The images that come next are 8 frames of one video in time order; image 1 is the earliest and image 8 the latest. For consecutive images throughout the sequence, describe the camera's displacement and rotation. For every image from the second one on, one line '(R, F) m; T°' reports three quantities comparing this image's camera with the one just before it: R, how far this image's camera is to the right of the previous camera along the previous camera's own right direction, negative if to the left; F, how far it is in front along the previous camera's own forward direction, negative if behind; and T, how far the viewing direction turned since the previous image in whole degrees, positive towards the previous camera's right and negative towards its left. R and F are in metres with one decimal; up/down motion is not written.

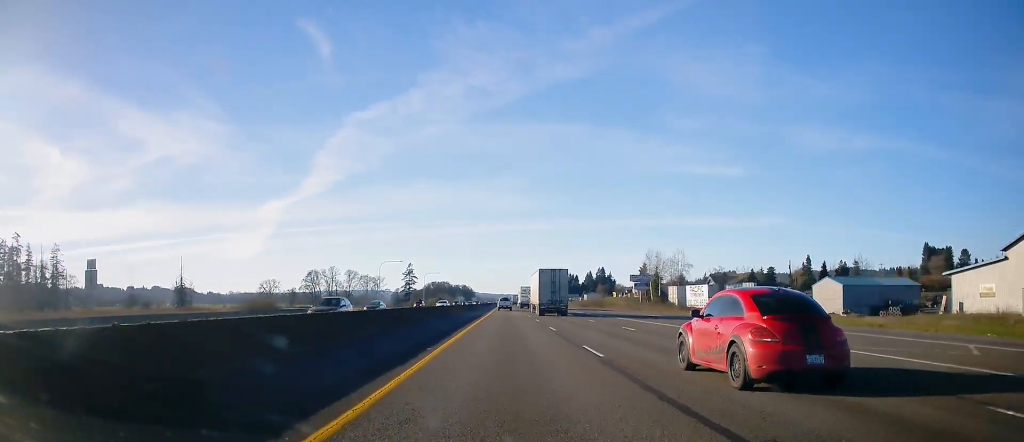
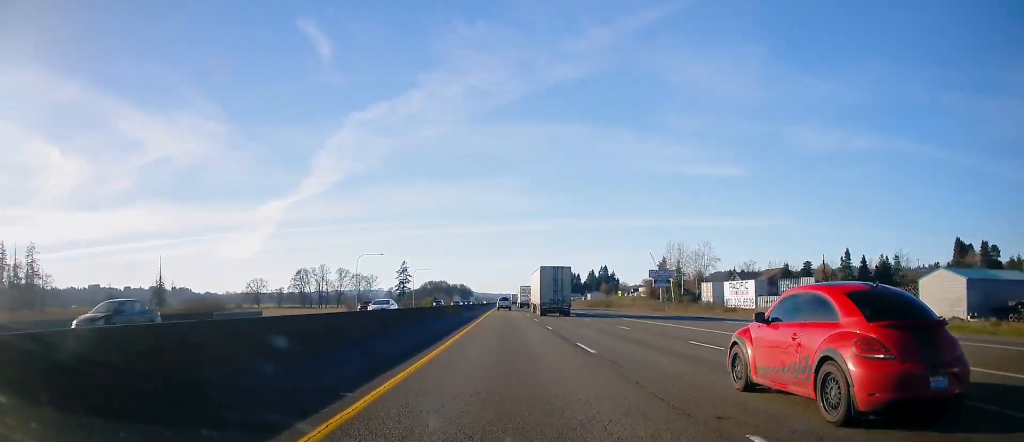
(-0.1, +23.4) m; +1°
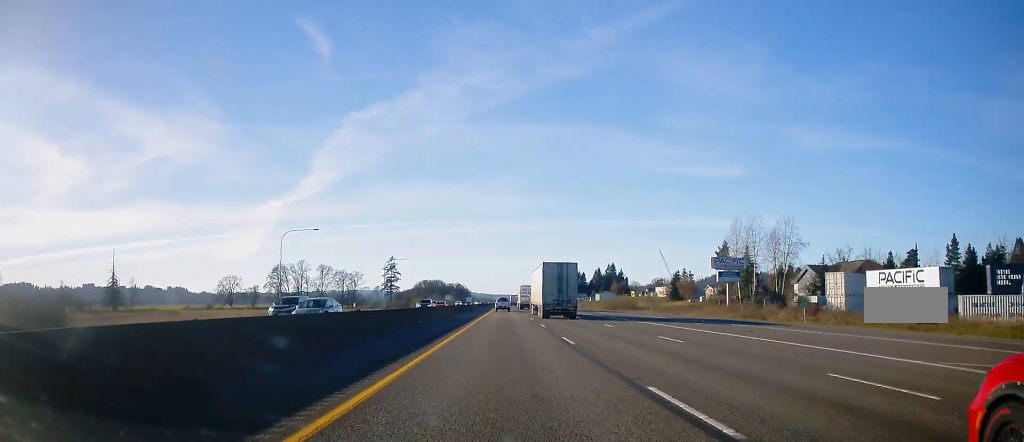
(+0.2, +45.7) m; 0°
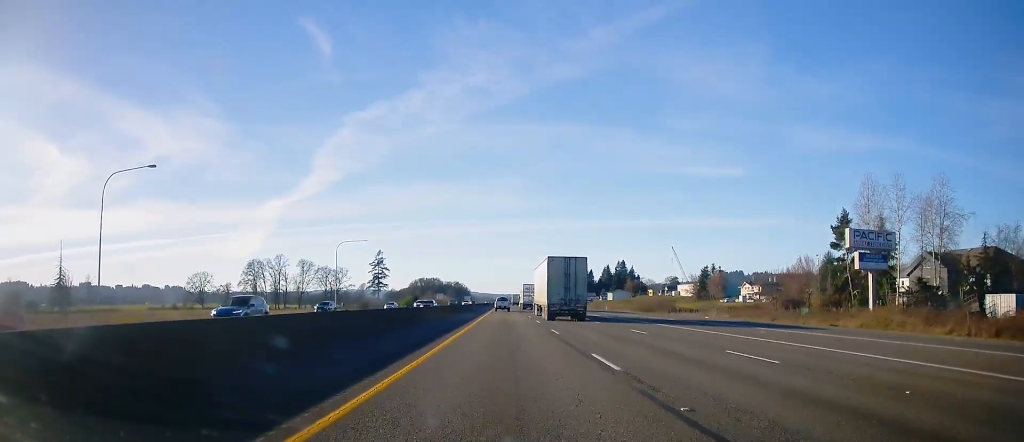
(-0.2, +43.4) m; -1°
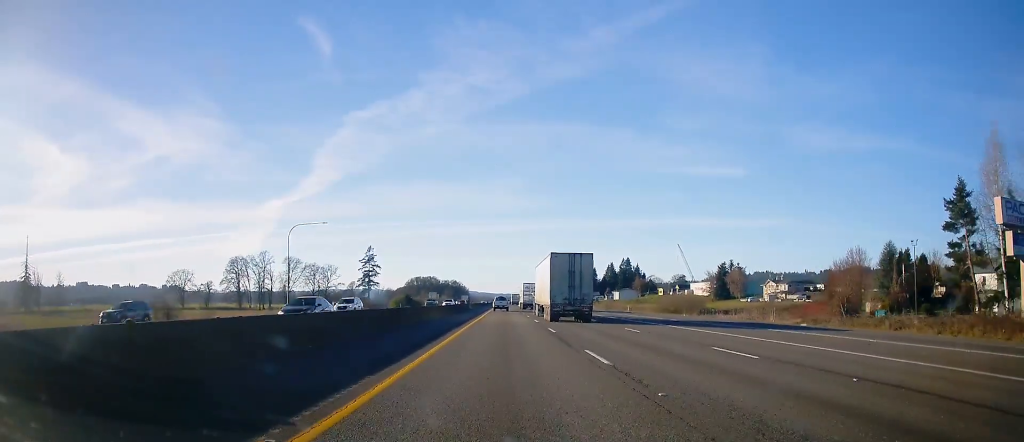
(-0.2, +23.4) m; 0°
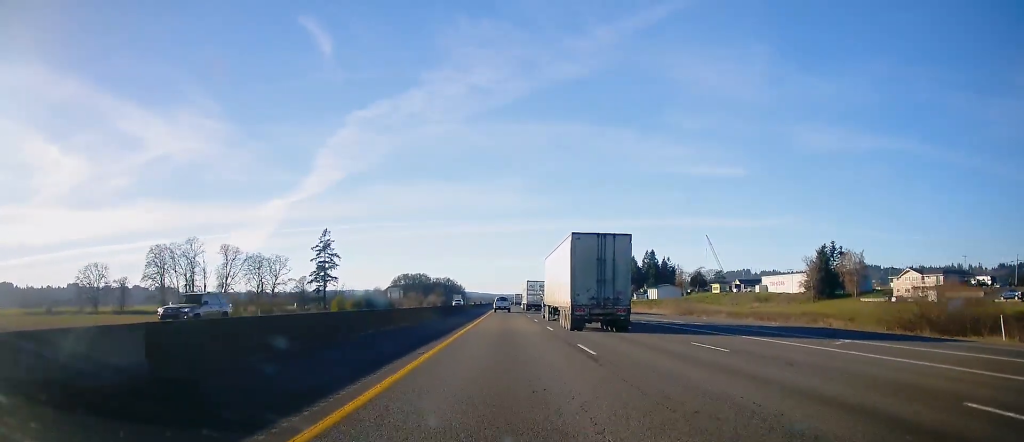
(+0.2, +83.3) m; 0°
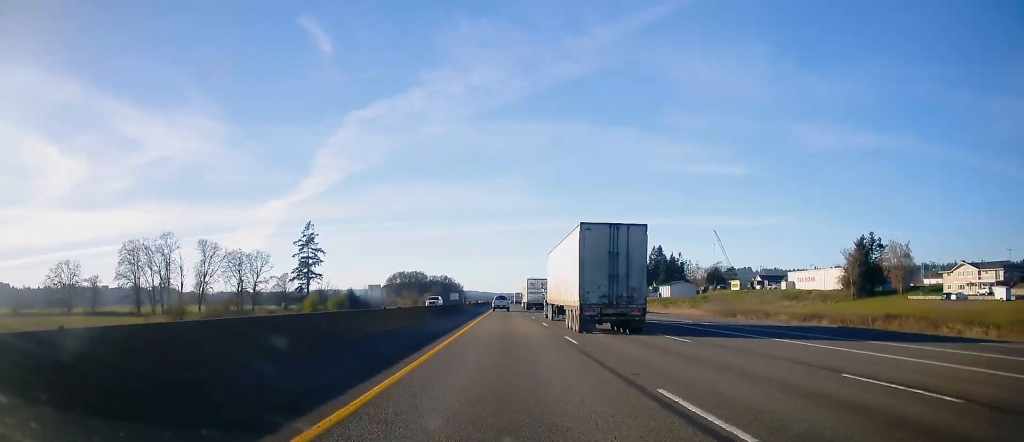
(0.0, +21.1) m; 0°
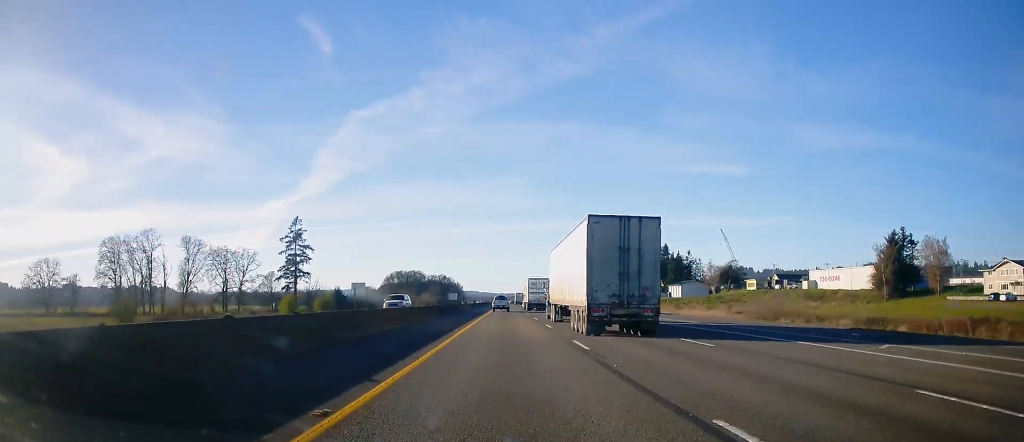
(-0.1, +14.4) m; 0°
